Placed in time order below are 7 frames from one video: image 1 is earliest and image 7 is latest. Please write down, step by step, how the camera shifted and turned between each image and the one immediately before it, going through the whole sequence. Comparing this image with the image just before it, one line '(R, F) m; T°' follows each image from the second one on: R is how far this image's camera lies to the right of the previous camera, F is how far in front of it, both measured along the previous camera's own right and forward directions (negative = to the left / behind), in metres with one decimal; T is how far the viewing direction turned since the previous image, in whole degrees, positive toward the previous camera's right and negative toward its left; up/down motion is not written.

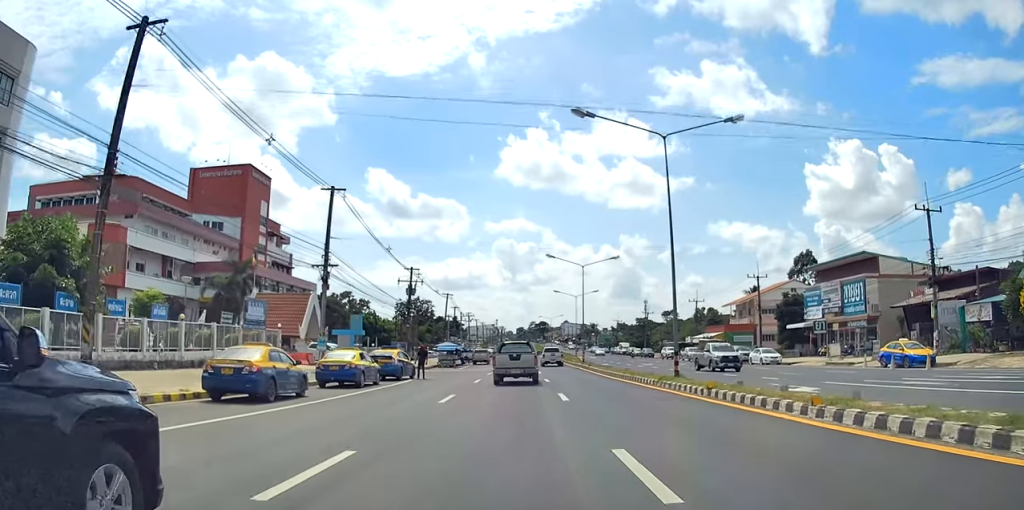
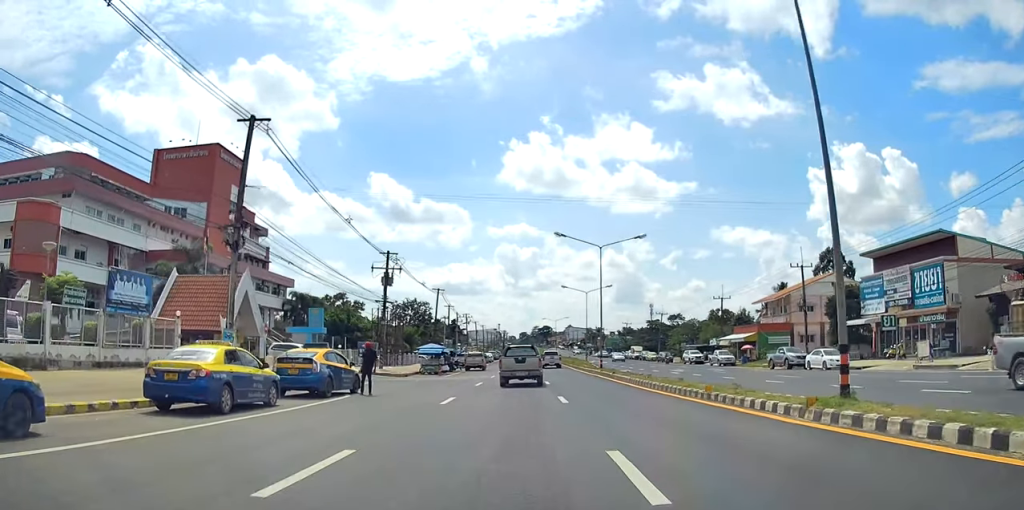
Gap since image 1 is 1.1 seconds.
(+0.3, +12.2) m; +1°
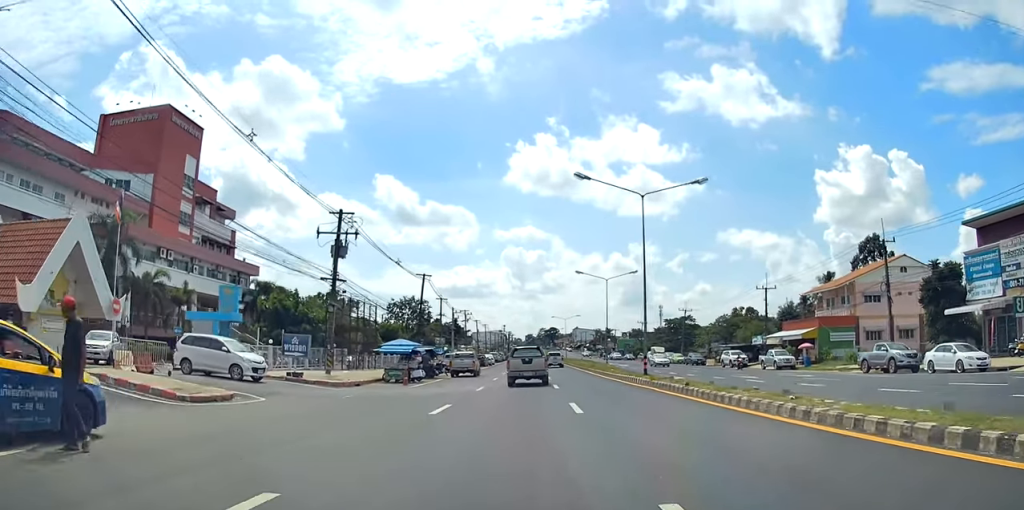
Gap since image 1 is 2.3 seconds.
(-0.3, +15.3) m; -2°
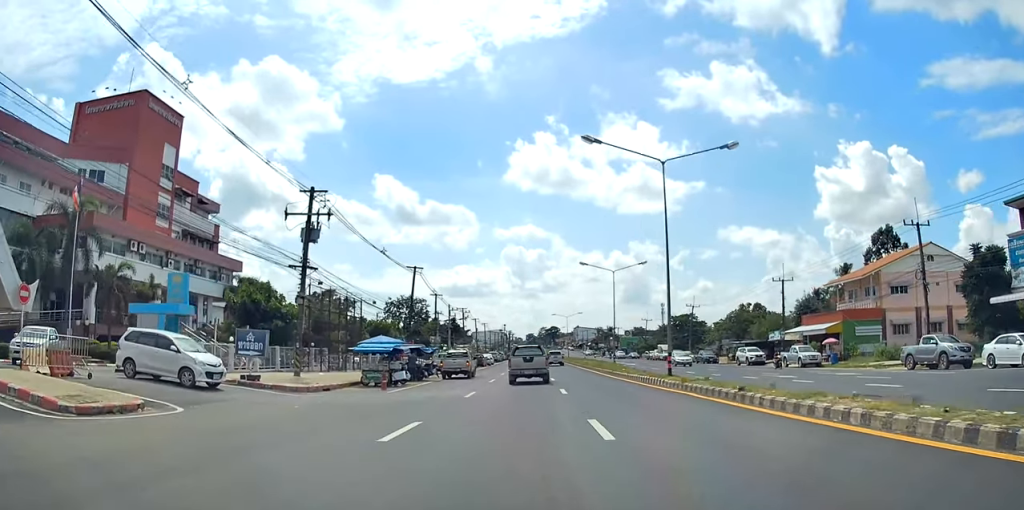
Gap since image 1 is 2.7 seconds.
(-0.1, +5.3) m; 0°
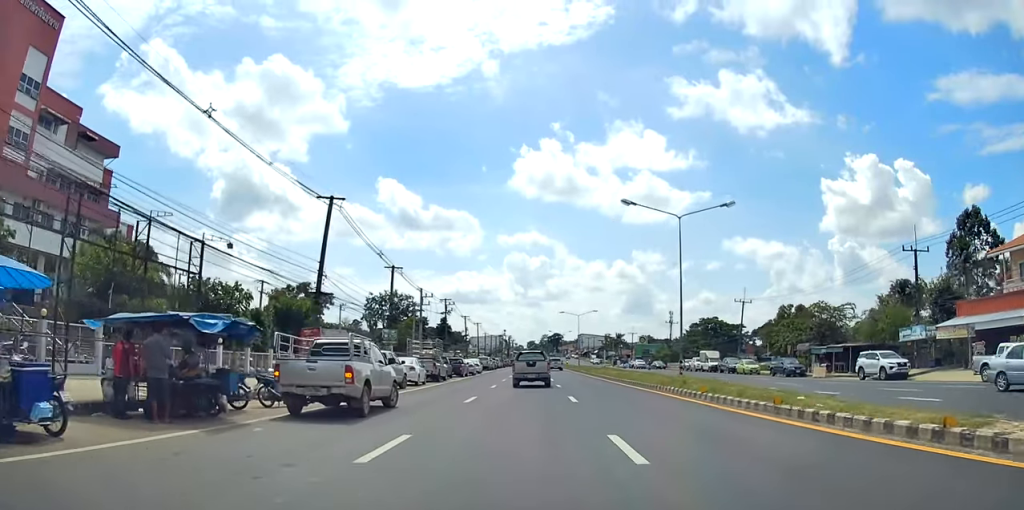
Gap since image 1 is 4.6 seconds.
(+0.2, +26.2) m; +1°
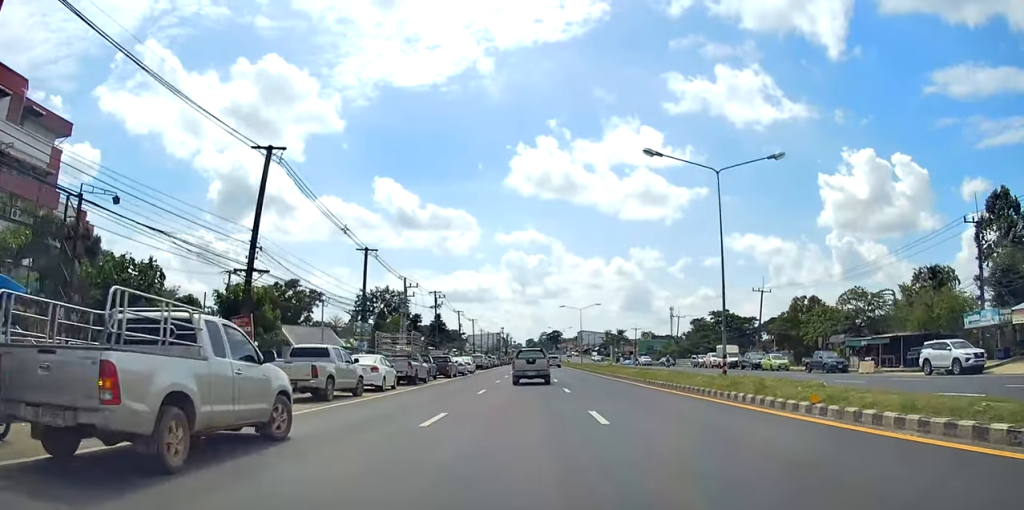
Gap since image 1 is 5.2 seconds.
(-0.1, +7.9) m; 0°
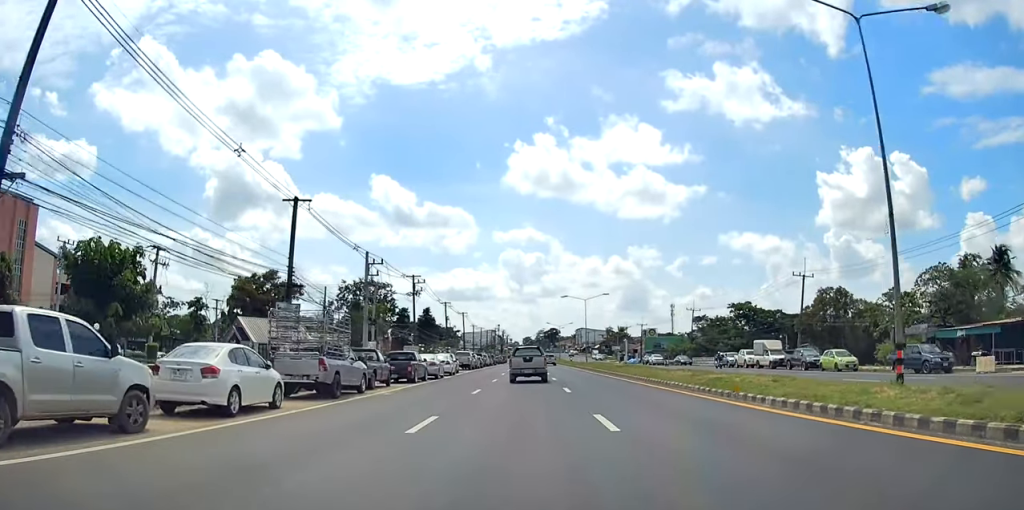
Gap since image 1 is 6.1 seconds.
(+0.2, +13.4) m; +1°
